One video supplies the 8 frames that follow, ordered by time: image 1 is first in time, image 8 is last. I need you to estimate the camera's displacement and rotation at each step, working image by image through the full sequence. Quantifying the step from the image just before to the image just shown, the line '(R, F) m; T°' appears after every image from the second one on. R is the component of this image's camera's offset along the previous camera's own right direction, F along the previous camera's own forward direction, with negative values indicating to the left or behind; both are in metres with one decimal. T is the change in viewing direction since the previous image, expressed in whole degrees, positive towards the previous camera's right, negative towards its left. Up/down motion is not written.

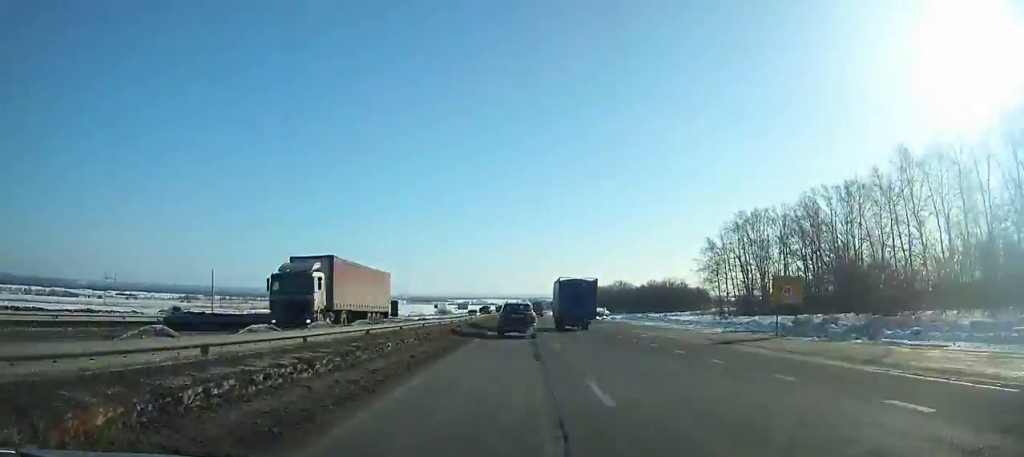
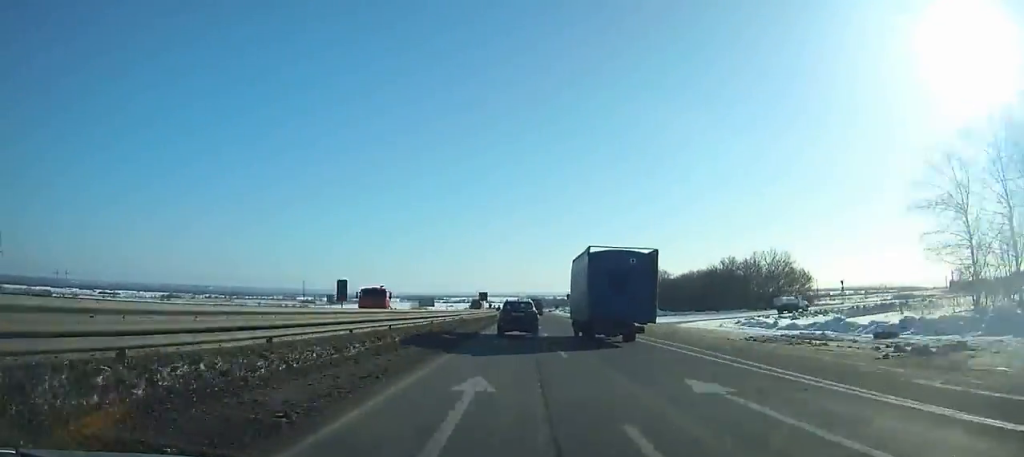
(+0.7, +76.2) m; +1°
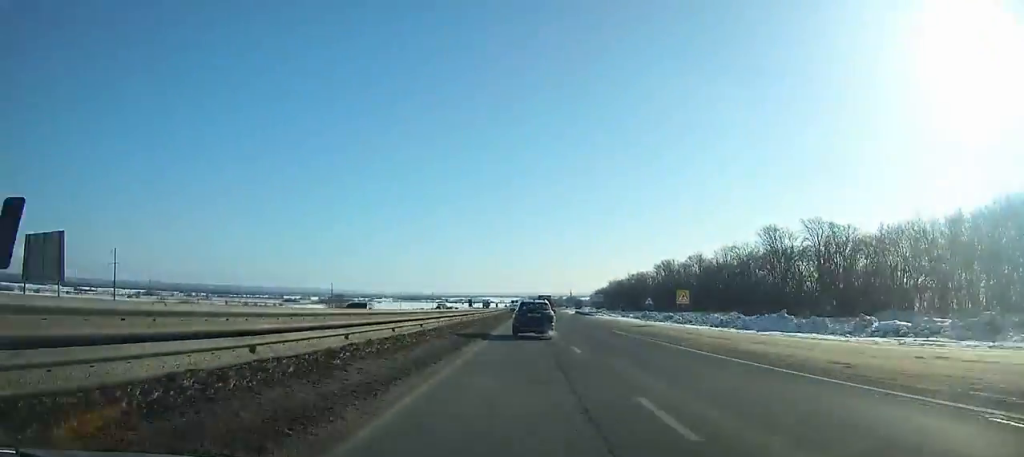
(+0.1, +116.3) m; +1°
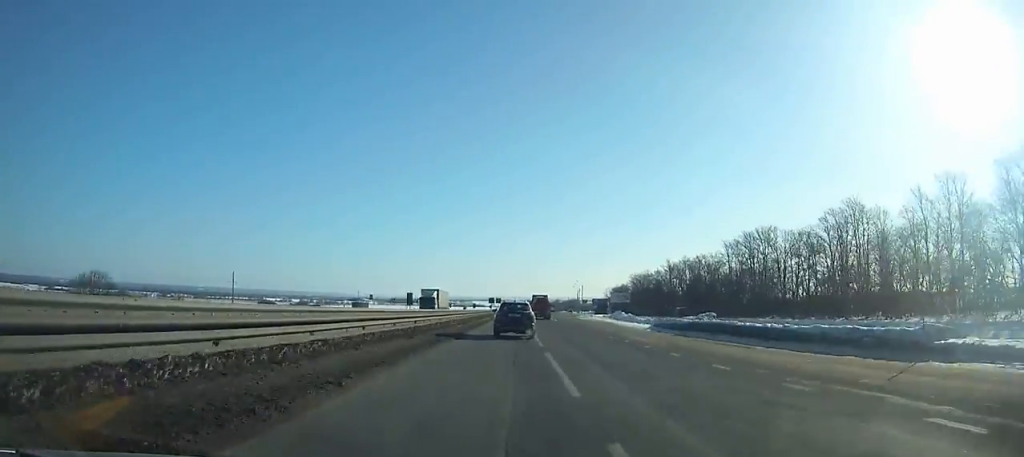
(+0.8, +87.0) m; +1°
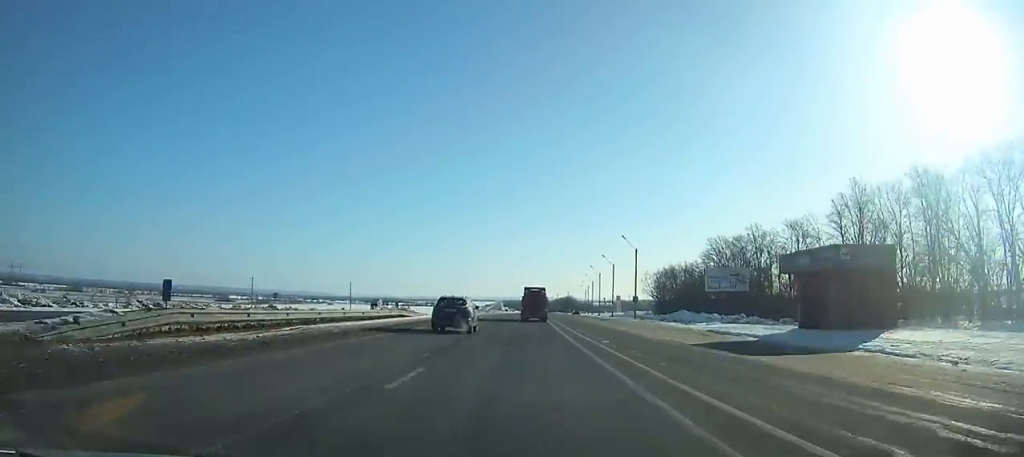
(+1.5, +114.7) m; +1°
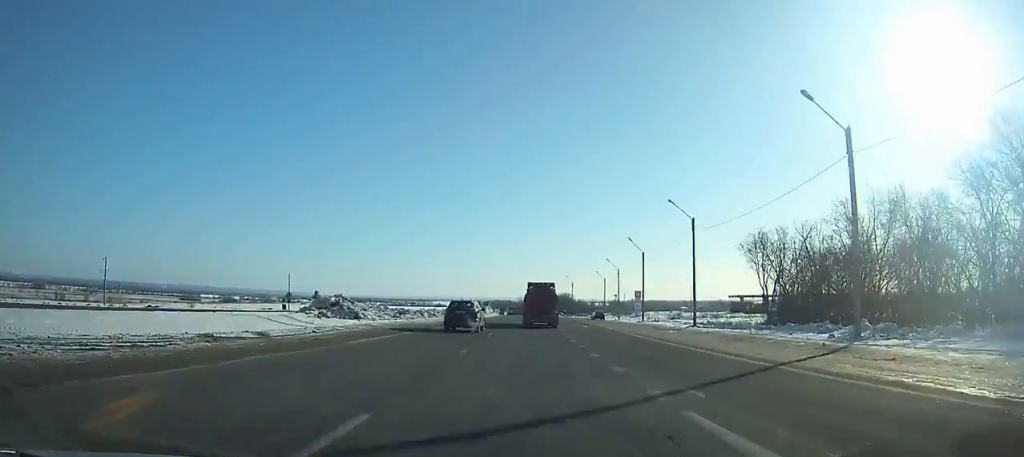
(+0.8, +80.0) m; +1°
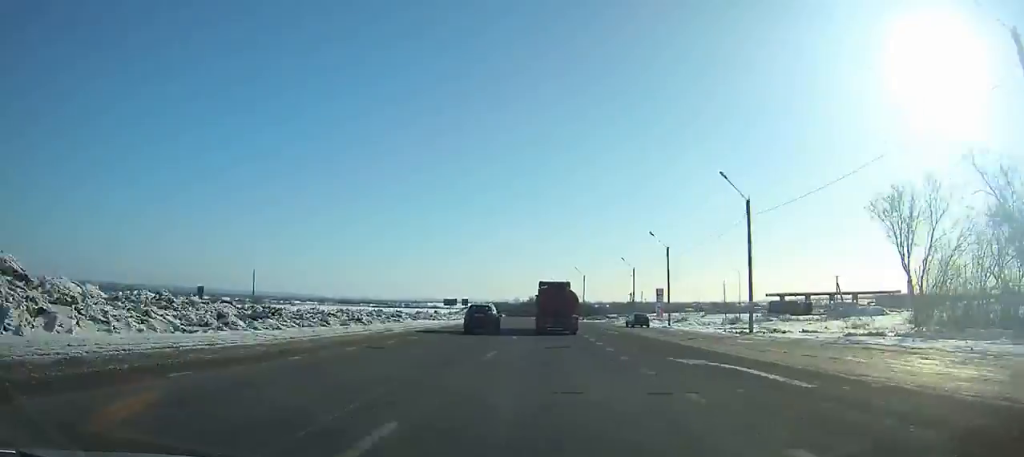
(+0.1, +38.6) m; 0°
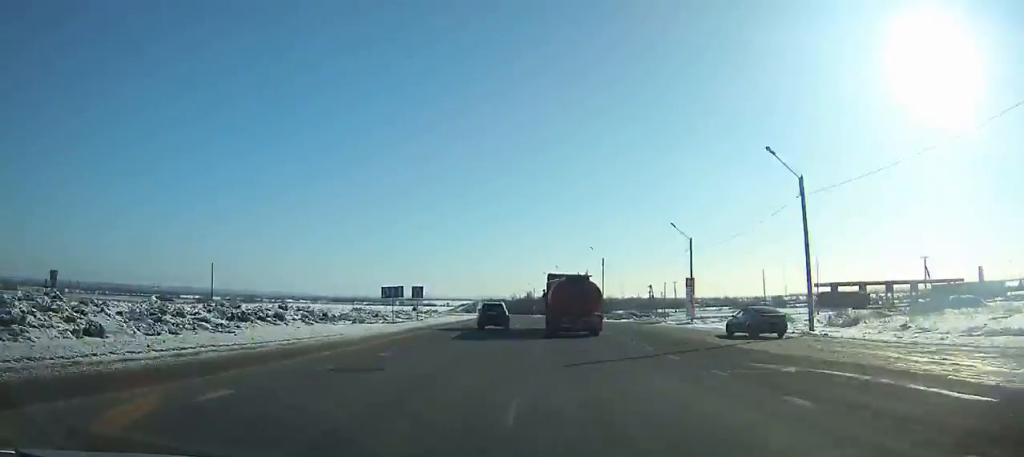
(+0.2, +35.7) m; 0°
